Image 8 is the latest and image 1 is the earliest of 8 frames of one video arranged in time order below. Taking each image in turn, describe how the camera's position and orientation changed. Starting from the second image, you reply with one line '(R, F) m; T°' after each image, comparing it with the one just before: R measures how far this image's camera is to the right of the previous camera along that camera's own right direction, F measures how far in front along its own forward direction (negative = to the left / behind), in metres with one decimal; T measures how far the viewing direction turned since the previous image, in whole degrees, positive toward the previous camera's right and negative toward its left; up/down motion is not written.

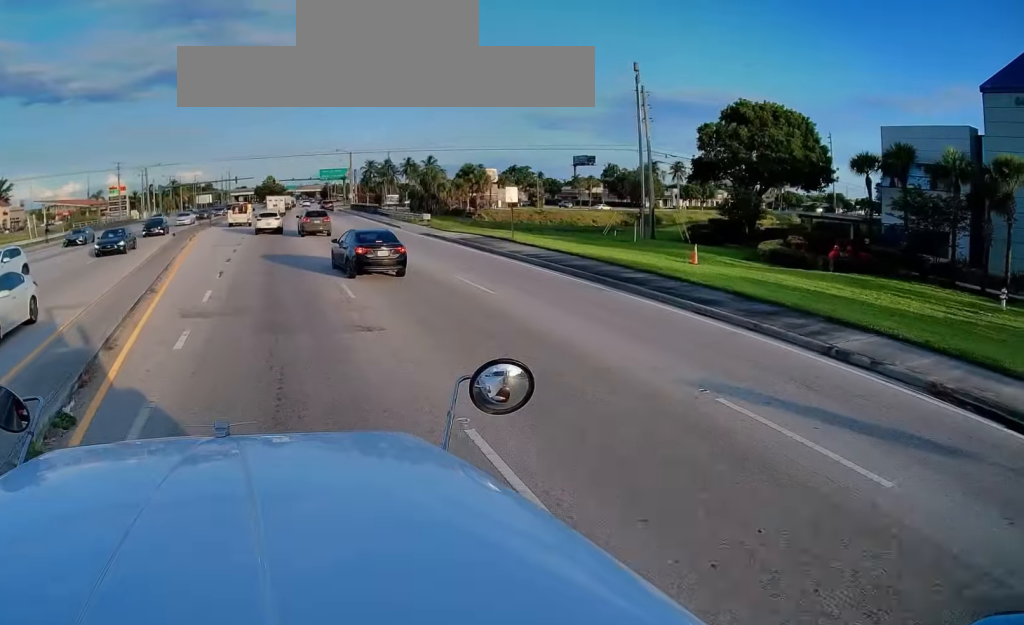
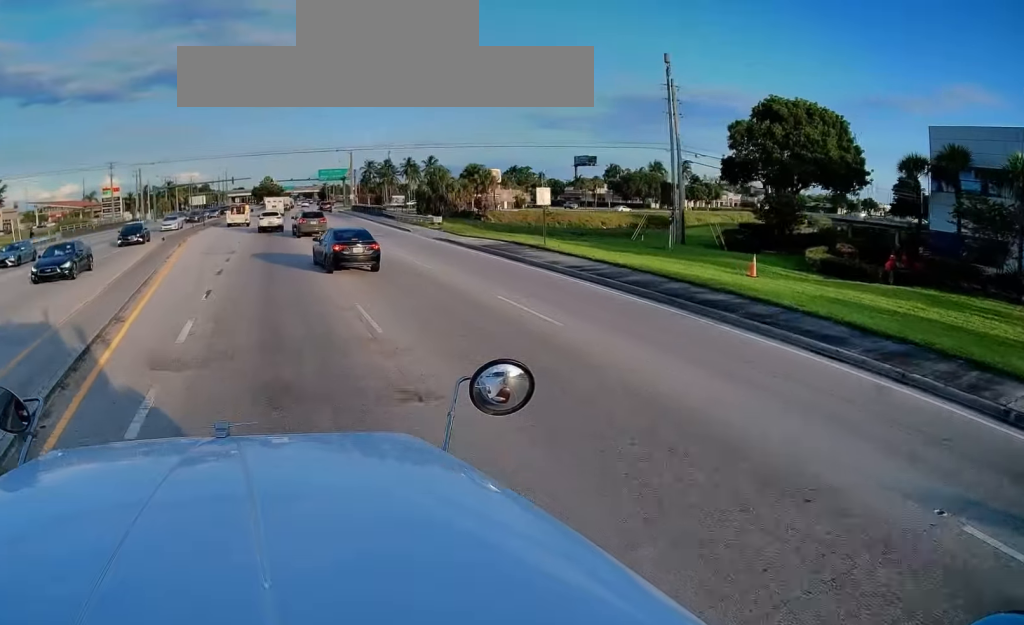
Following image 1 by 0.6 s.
(0.0, +4.1) m; 0°
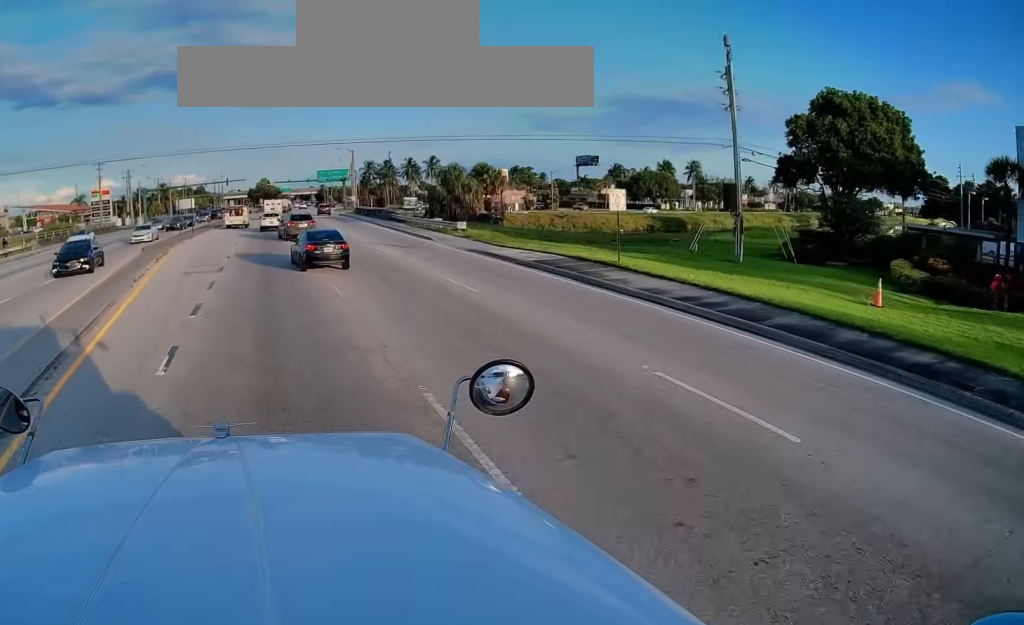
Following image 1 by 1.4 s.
(0.0, +6.4) m; +1°
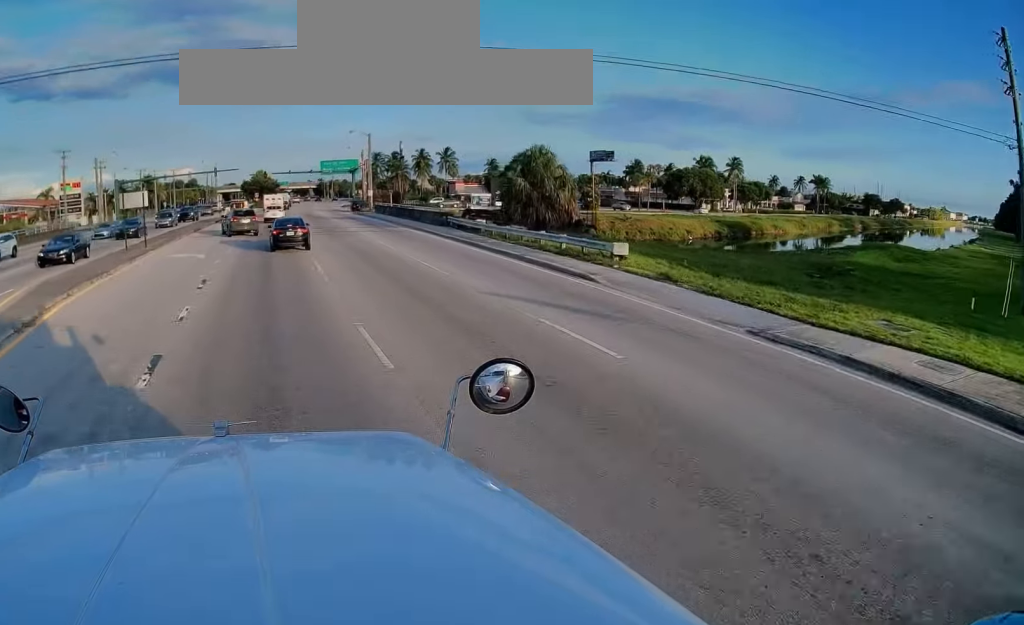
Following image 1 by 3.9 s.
(+0.2, +17.5) m; 0°
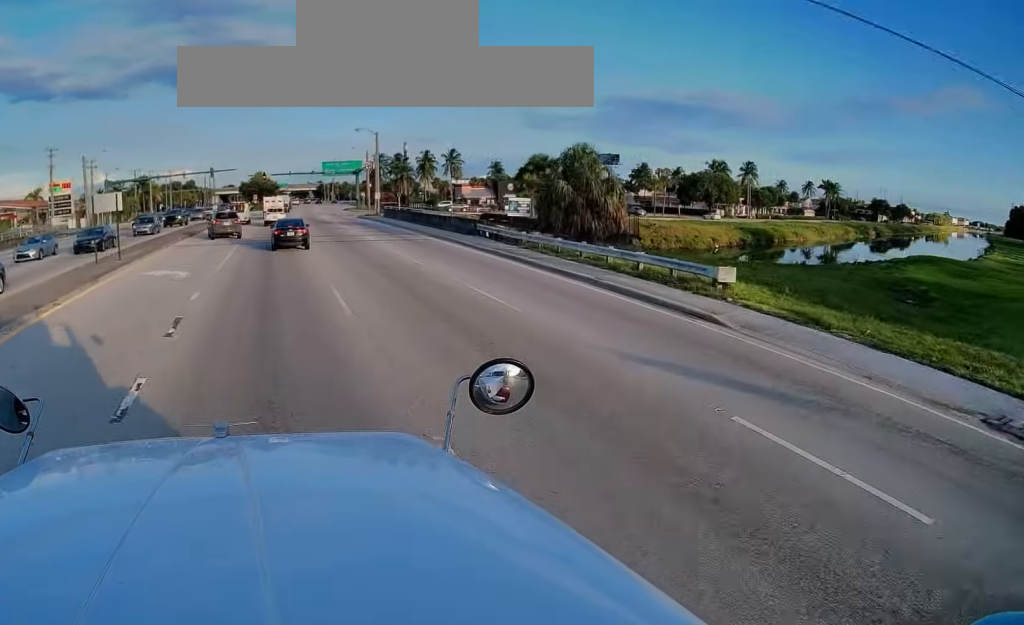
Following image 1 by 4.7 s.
(-0.1, +5.2) m; 0°
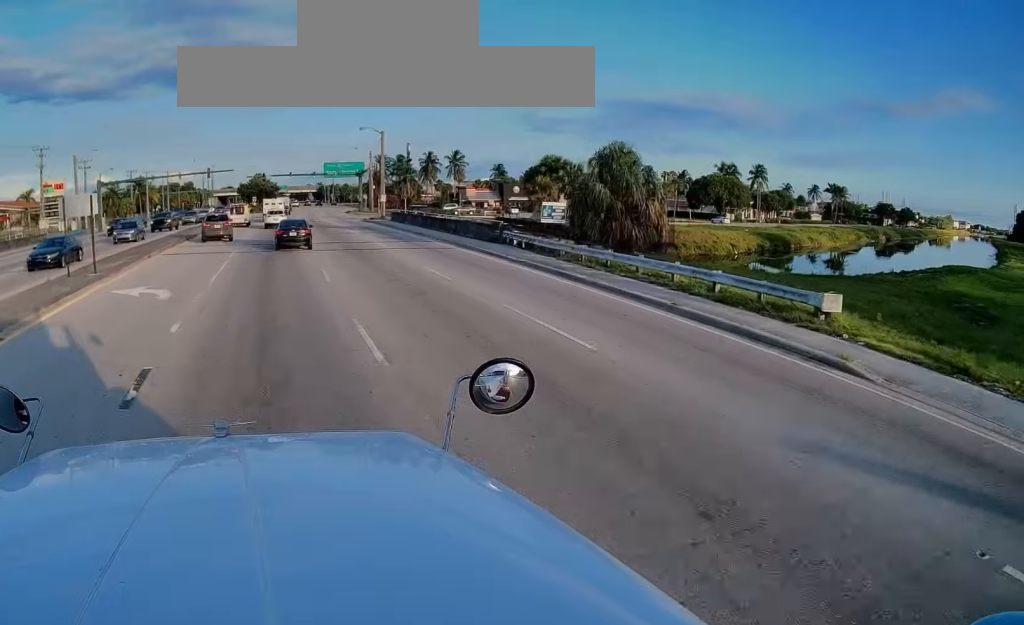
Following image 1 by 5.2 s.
(0.0, +3.6) m; +1°
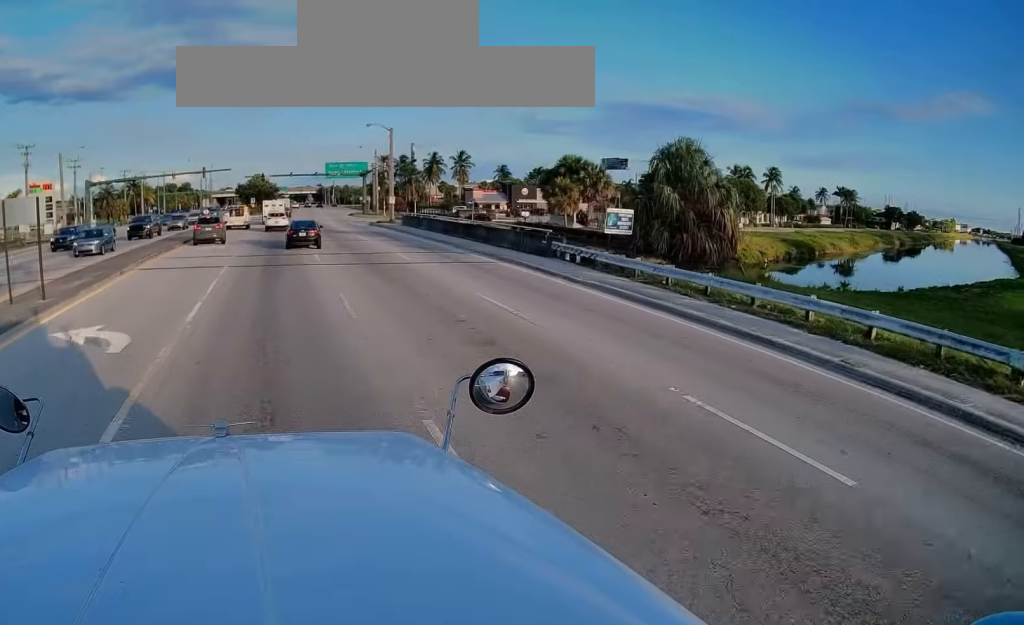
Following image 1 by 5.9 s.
(0.0, +5.6) m; +1°
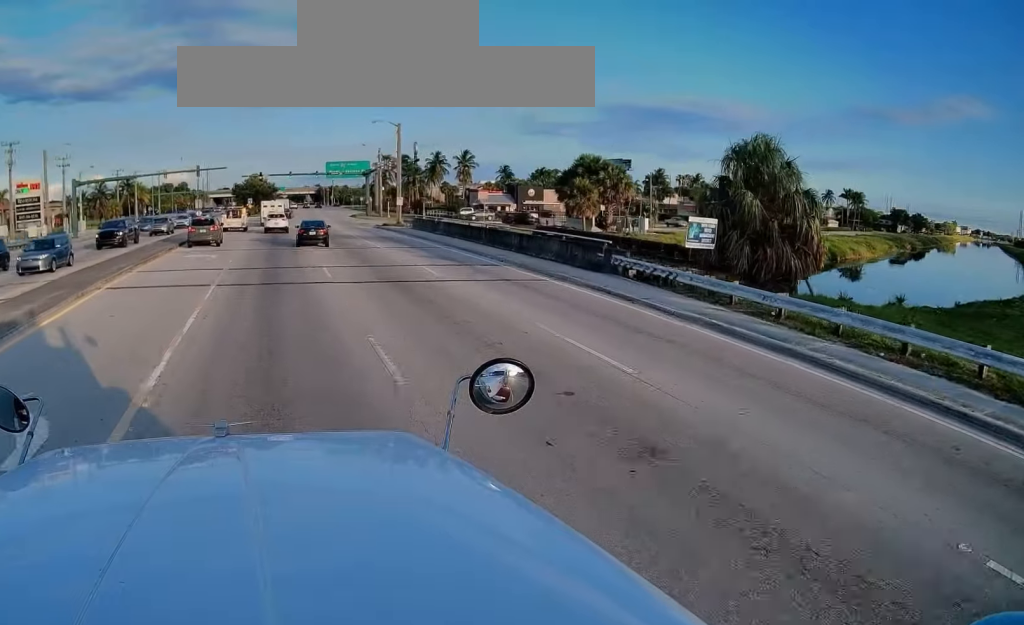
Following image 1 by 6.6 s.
(+0.1, +5.1) m; 0°
